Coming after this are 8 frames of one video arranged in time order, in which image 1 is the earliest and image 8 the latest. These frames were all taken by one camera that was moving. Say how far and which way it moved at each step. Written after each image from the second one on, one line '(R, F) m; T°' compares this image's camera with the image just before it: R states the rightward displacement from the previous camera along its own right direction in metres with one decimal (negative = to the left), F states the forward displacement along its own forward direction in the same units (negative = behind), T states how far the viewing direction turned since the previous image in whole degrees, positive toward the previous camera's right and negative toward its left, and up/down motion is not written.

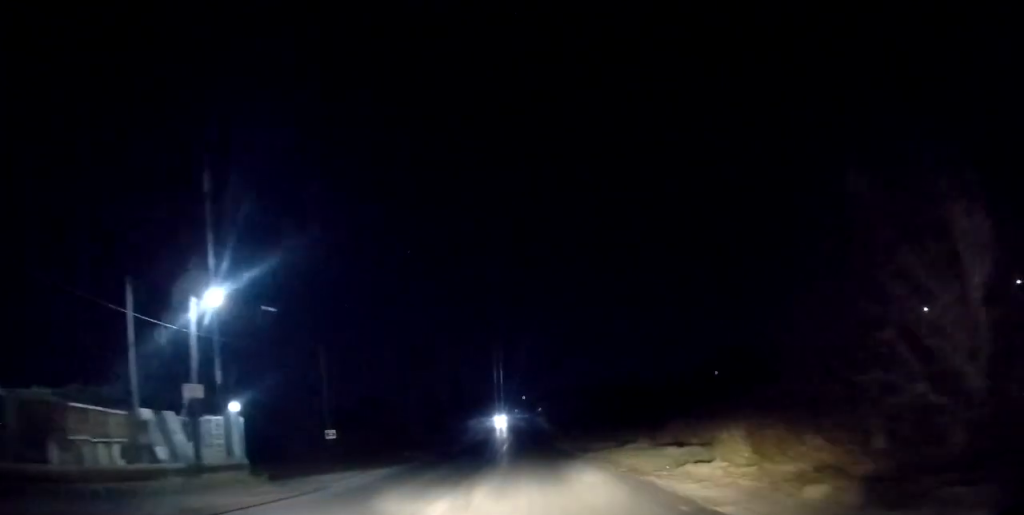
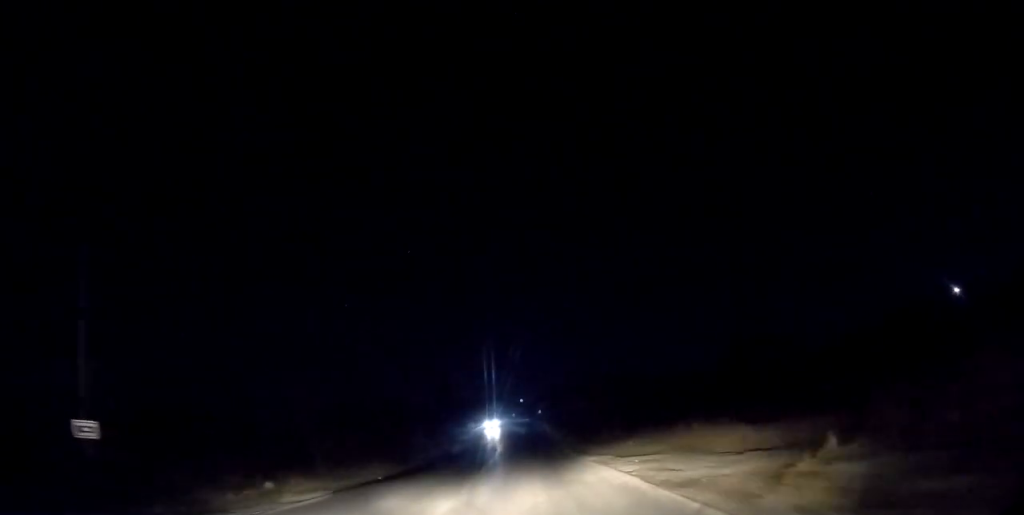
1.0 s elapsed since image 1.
(-0.1, +18.4) m; +1°
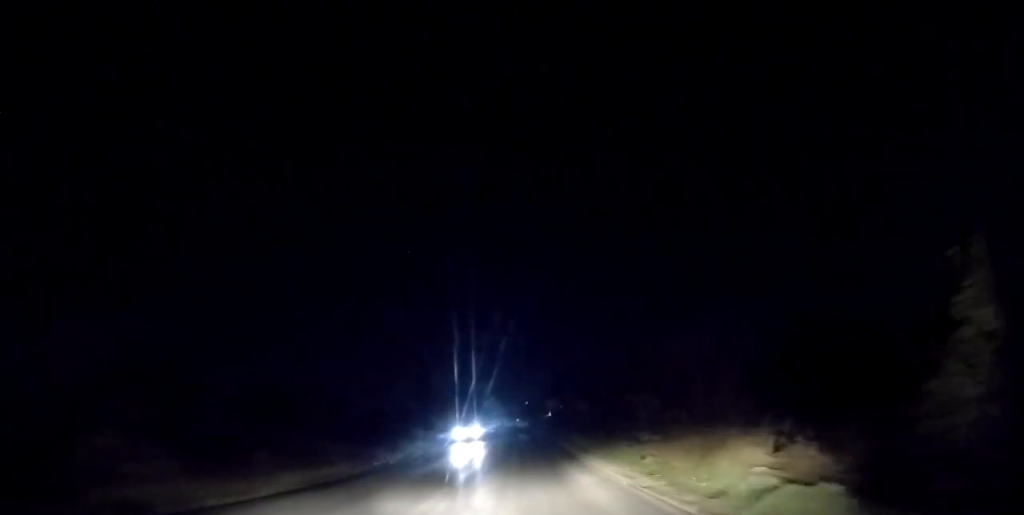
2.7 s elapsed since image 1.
(+0.3, +30.2) m; -1°
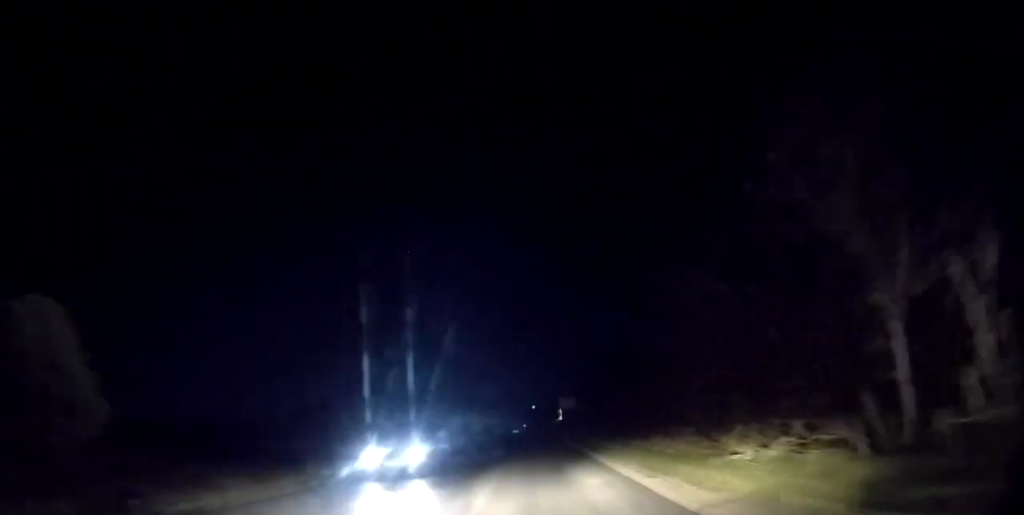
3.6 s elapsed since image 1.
(-0.2, +15.3) m; -1°
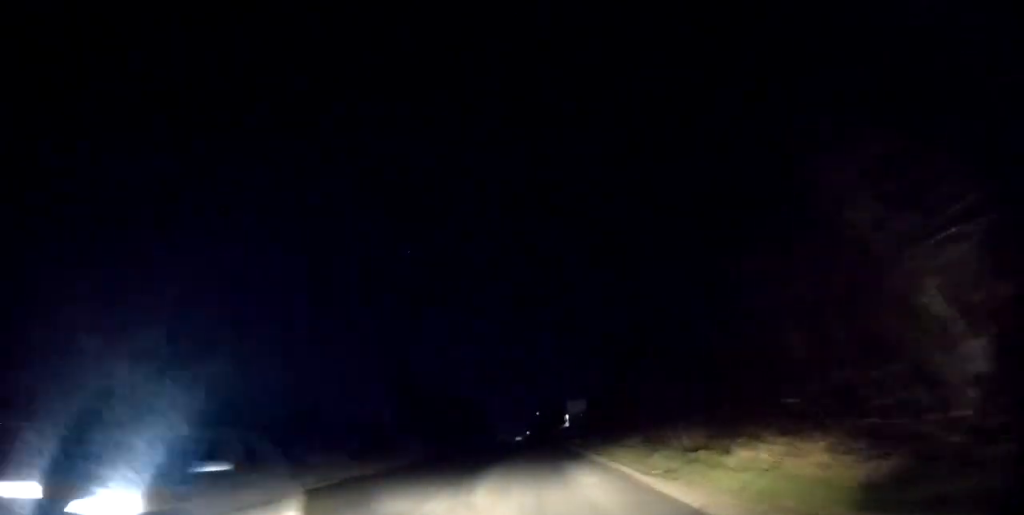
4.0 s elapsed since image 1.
(0.0, +7.3) m; 0°
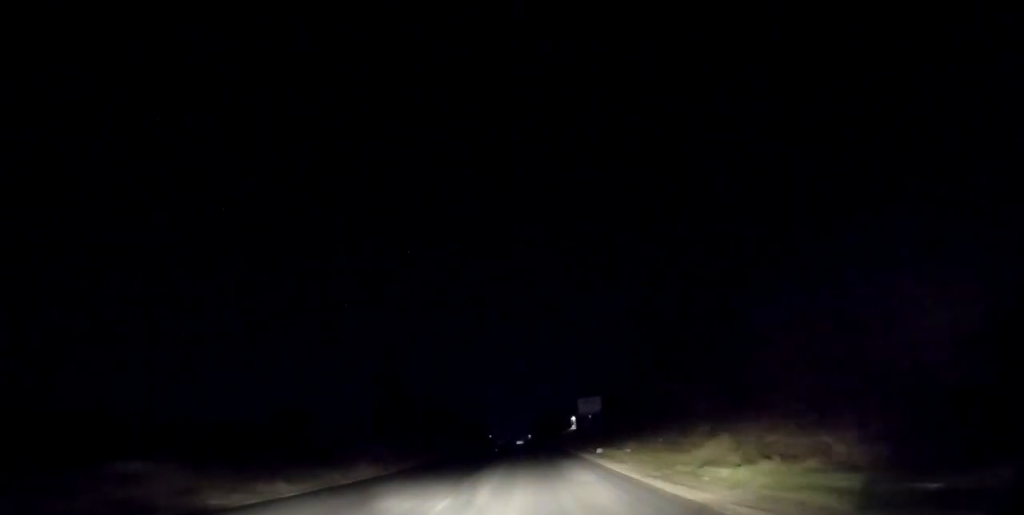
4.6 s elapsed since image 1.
(0.0, +10.5) m; -1°
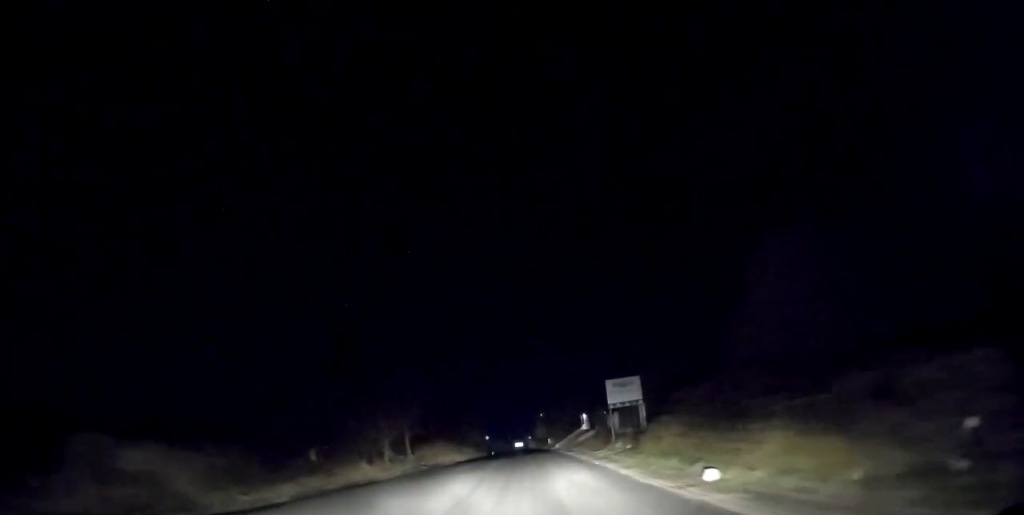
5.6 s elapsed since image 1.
(-0.2, +16.6) m; -1°
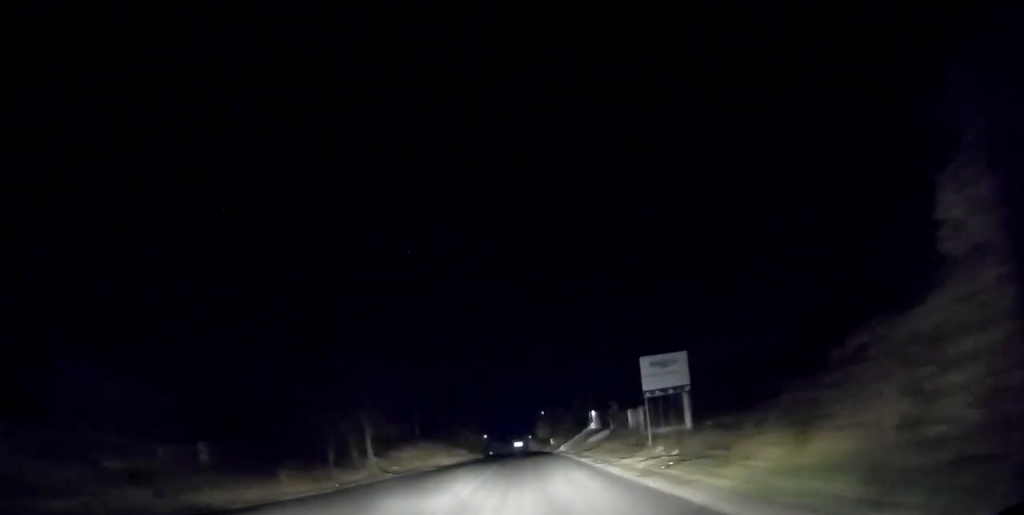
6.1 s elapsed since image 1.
(-0.3, +9.1) m; 0°
